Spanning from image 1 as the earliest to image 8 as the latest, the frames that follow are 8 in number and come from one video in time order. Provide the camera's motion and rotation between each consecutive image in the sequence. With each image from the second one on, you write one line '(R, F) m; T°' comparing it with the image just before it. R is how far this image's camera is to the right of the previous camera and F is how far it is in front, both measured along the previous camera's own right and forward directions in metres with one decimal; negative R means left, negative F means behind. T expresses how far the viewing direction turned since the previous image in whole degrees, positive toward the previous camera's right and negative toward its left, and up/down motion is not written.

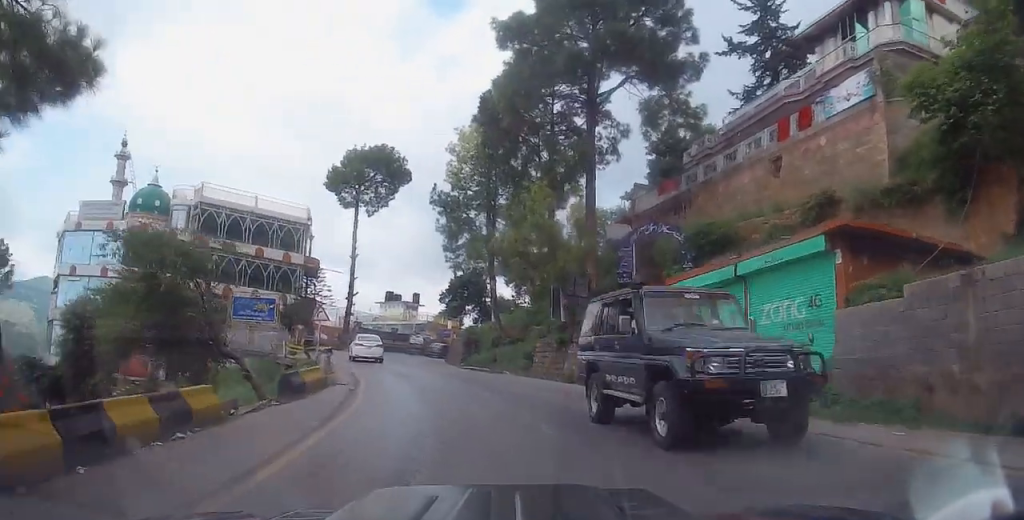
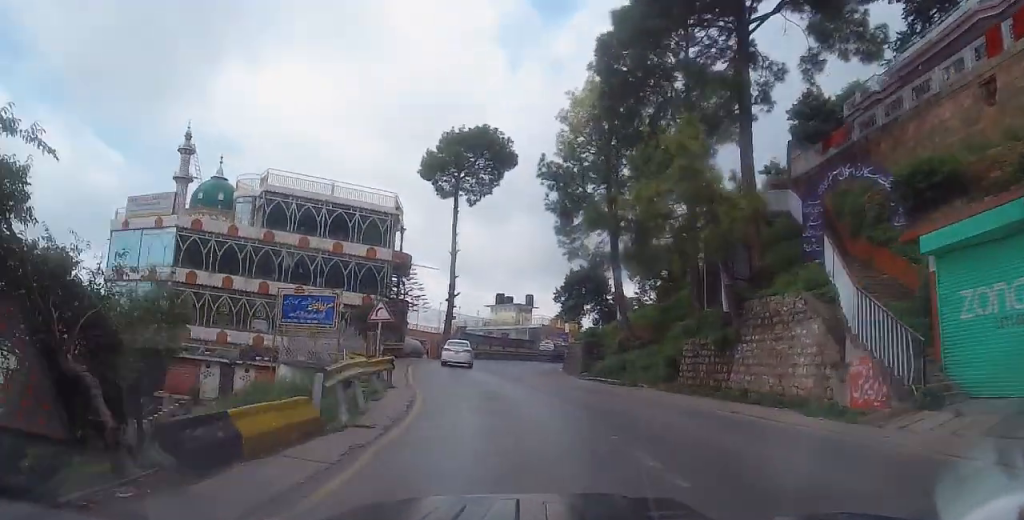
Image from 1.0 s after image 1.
(-0.6, +8.1) m; -8°
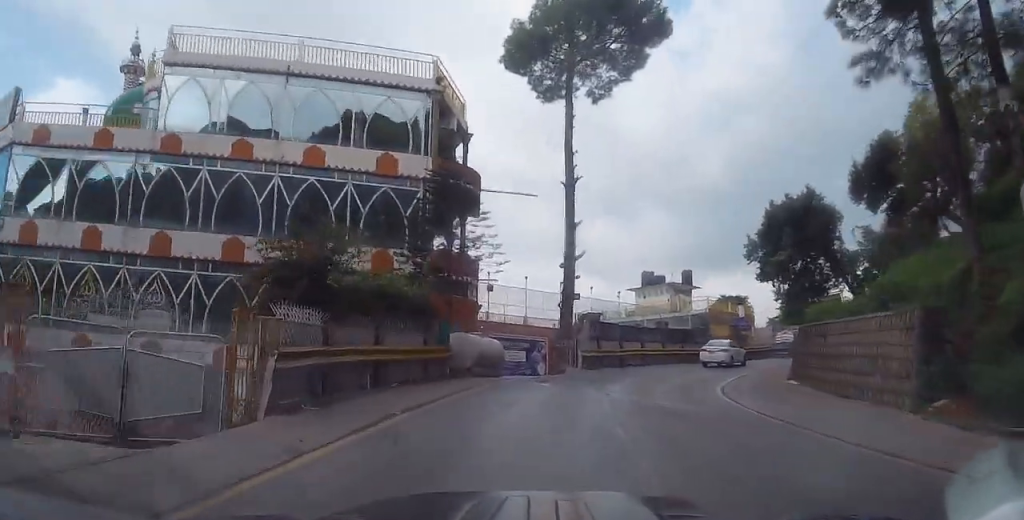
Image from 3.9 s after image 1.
(-2.8, +23.1) m; -11°
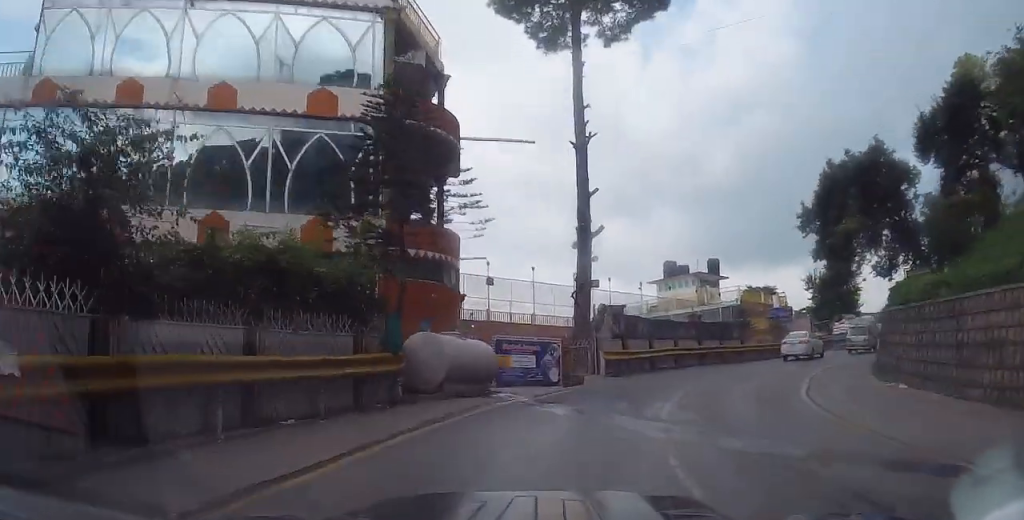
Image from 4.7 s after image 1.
(-0.3, +6.5) m; 0°
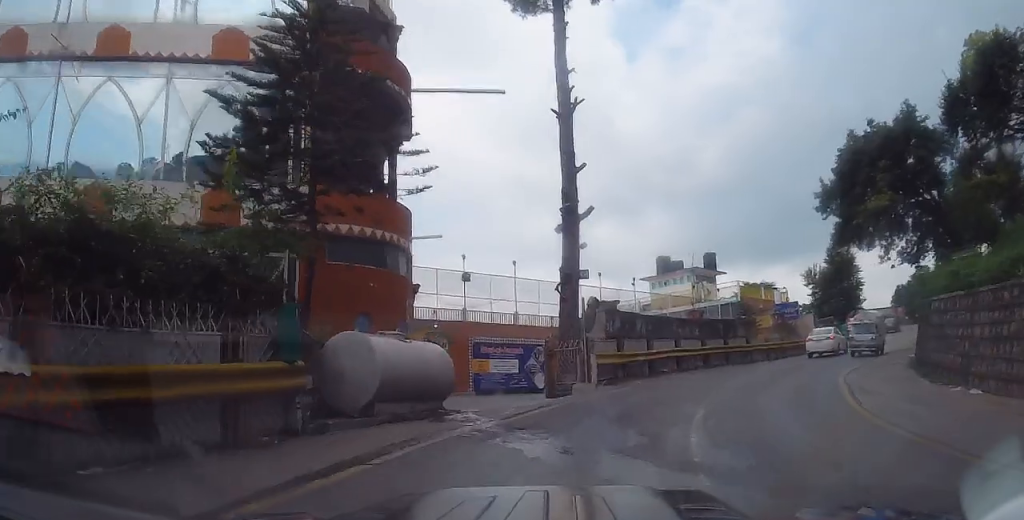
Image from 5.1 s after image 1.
(+0.2, +3.8) m; +2°
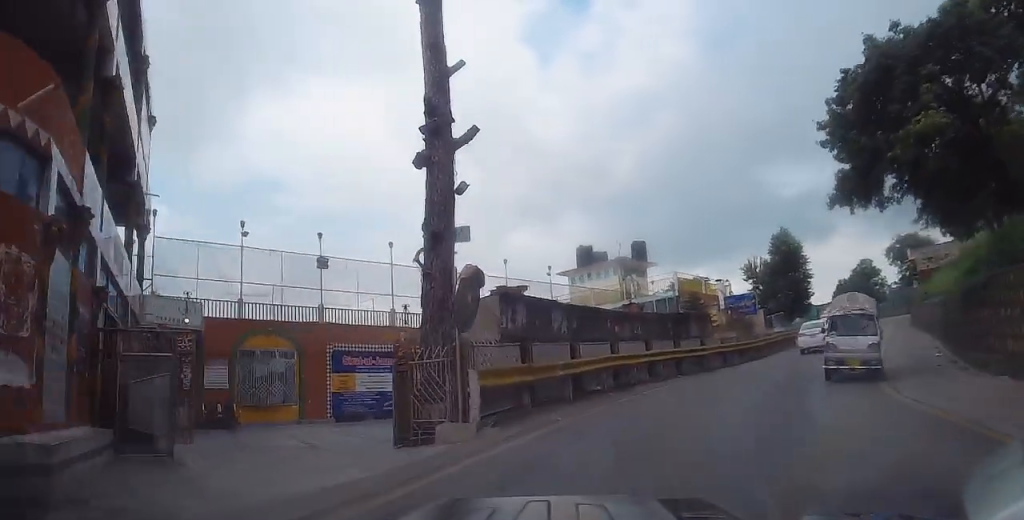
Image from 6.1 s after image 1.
(+0.4, +8.4) m; +7°
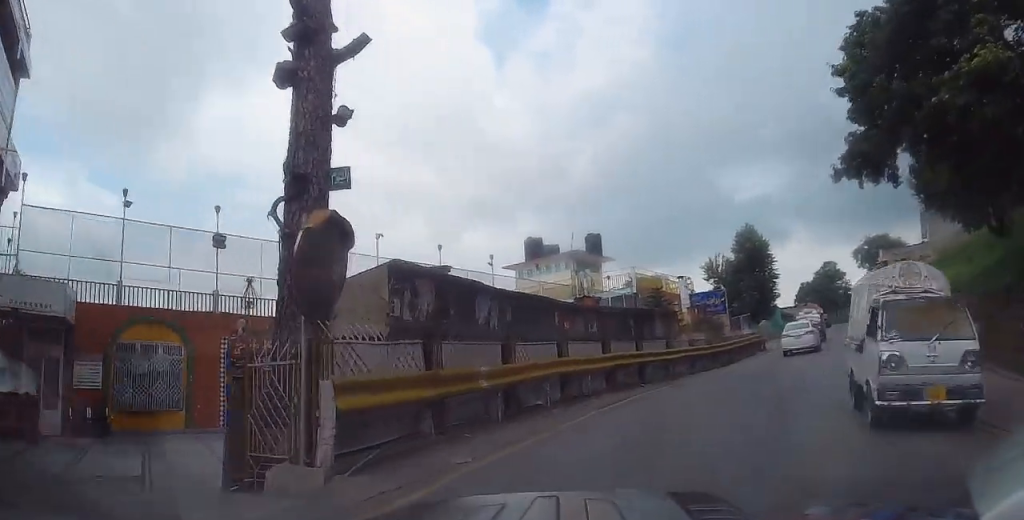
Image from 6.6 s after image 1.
(0.0, +4.0) m; +4°
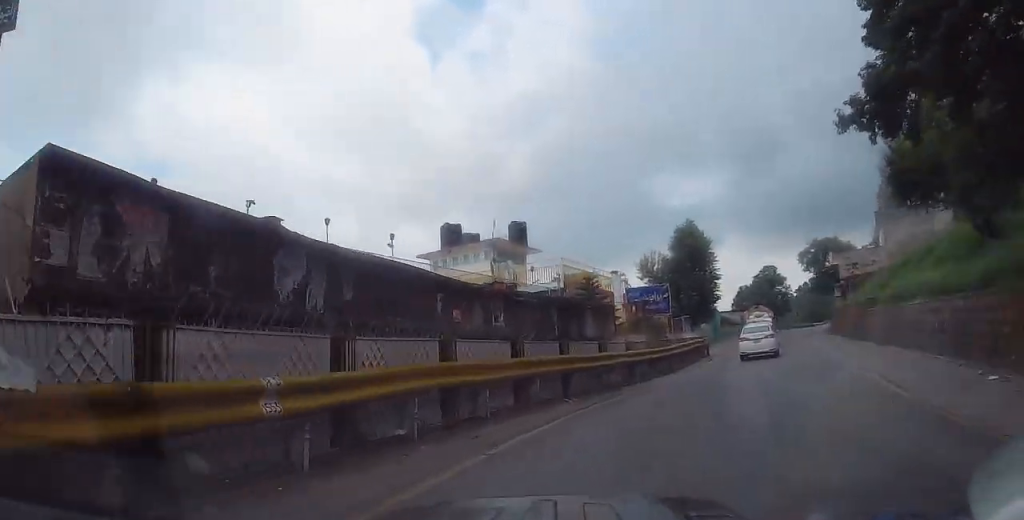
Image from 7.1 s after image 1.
(+0.3, +4.5) m; +6°
